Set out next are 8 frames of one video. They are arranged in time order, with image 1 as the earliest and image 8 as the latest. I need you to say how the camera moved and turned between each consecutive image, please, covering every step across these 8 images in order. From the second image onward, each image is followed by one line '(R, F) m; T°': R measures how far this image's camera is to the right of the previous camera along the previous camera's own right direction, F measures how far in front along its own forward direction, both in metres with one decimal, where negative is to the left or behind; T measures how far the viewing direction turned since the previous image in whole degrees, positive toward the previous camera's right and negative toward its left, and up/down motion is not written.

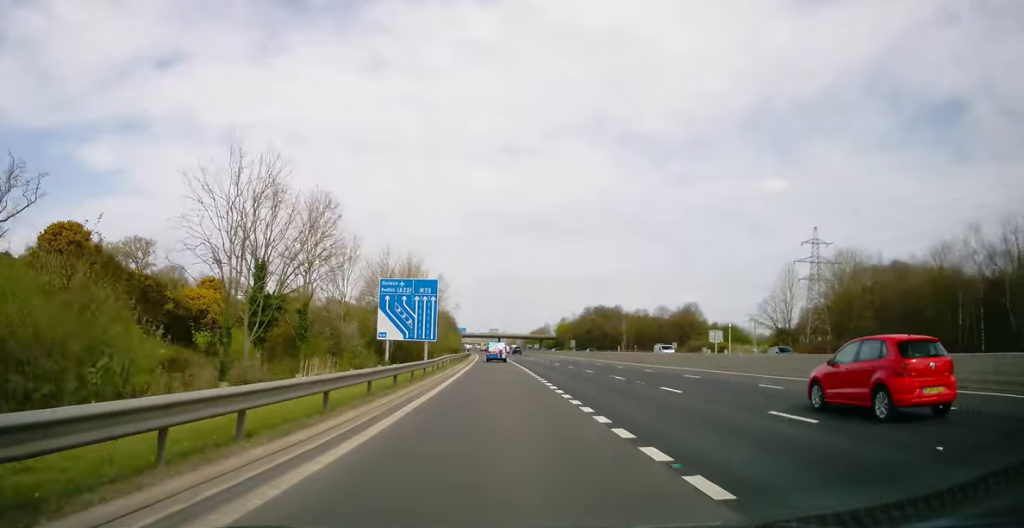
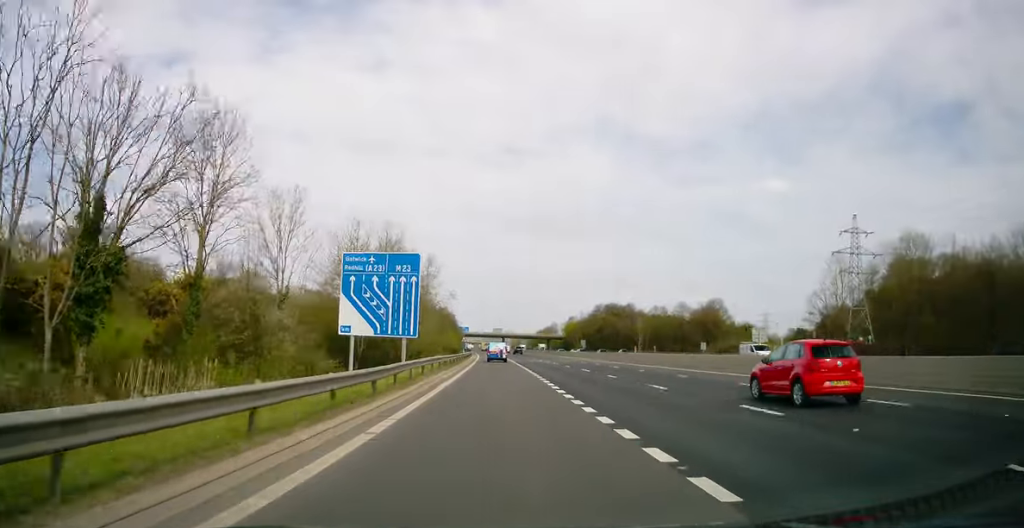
(-0.2, +15.8) m; -1°
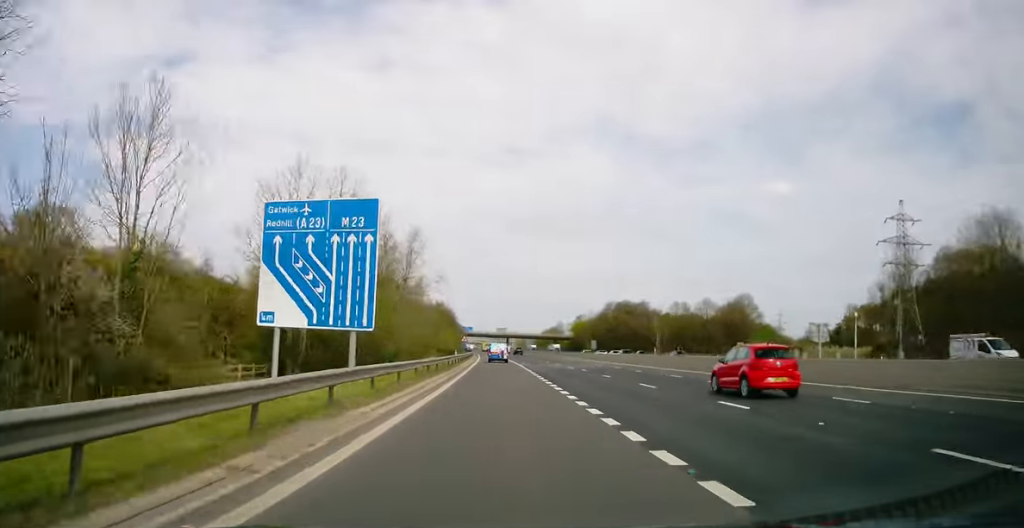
(-0.1, +15.7) m; -1°
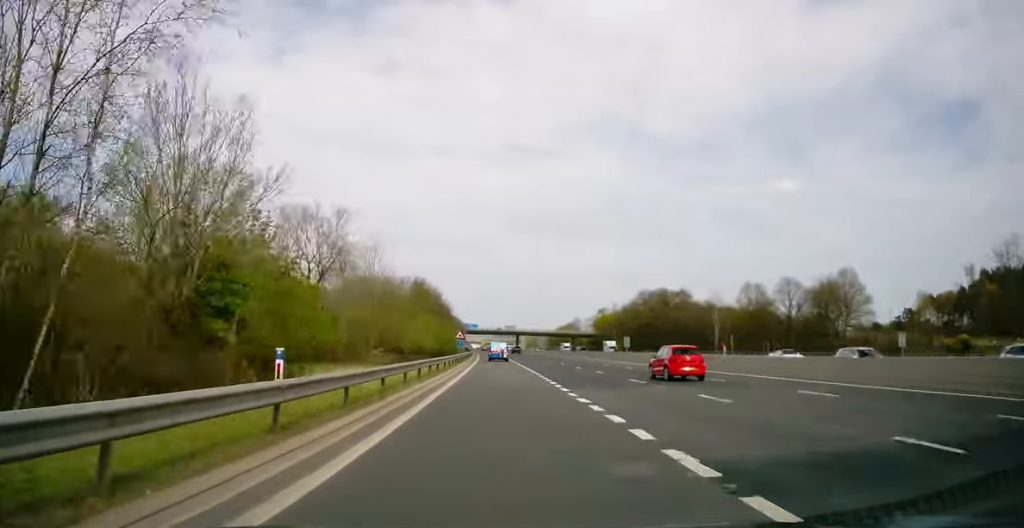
(-0.3, +39.6) m; 0°
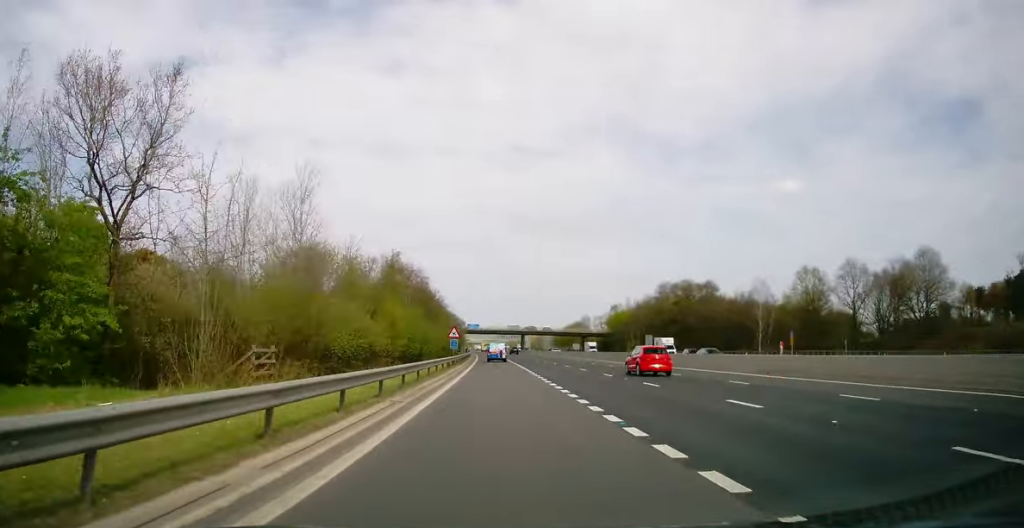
(0.0, +20.1) m; 0°
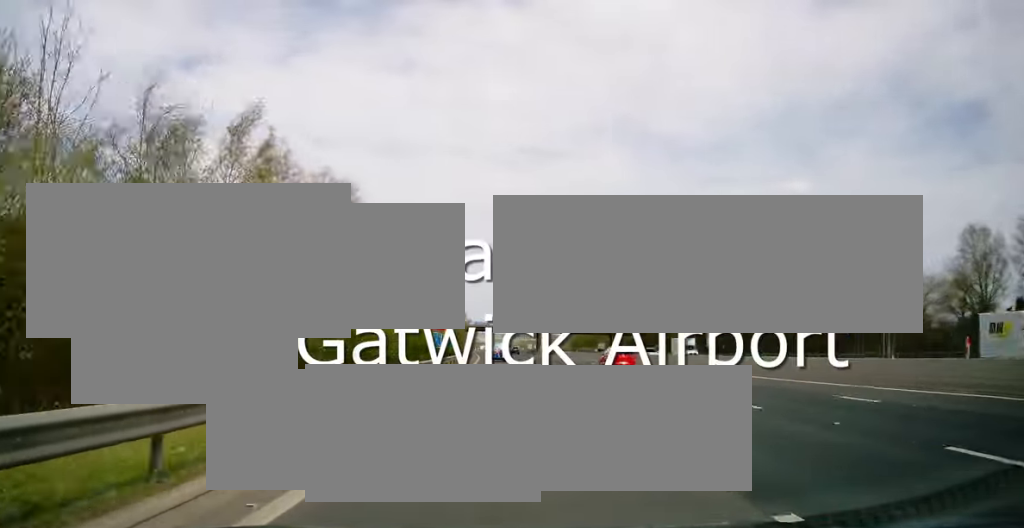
(0.0, +34.6) m; 0°
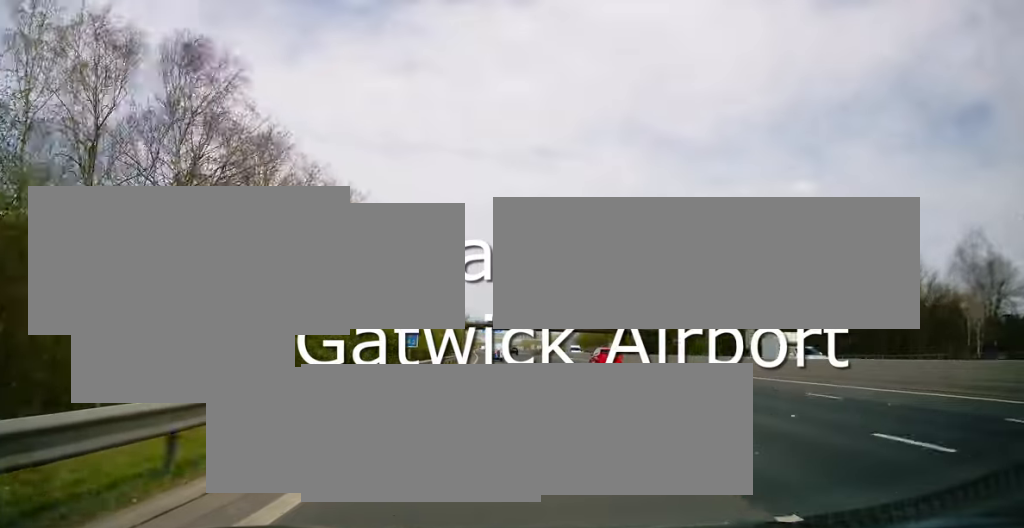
(0.0, +15.4) m; 0°
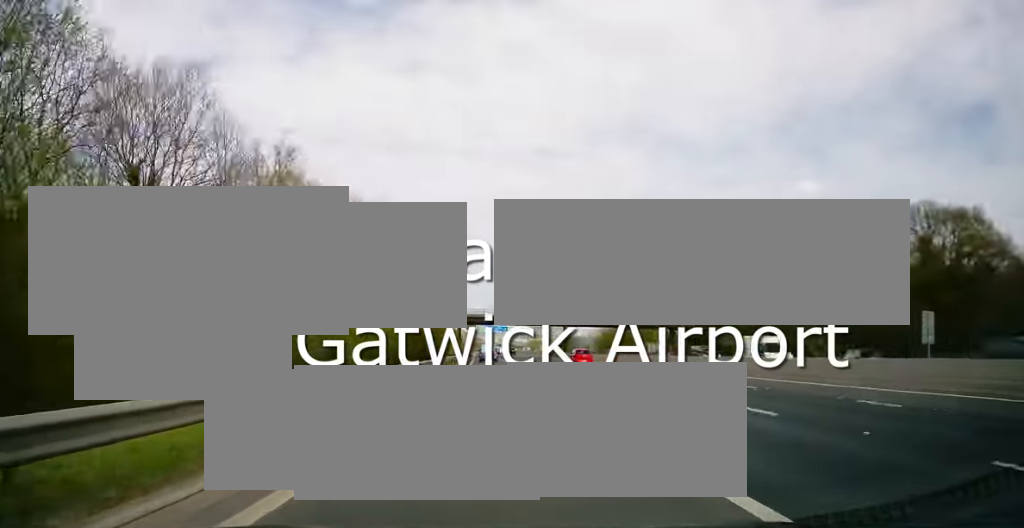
(-0.4, +38.1) m; -1°
